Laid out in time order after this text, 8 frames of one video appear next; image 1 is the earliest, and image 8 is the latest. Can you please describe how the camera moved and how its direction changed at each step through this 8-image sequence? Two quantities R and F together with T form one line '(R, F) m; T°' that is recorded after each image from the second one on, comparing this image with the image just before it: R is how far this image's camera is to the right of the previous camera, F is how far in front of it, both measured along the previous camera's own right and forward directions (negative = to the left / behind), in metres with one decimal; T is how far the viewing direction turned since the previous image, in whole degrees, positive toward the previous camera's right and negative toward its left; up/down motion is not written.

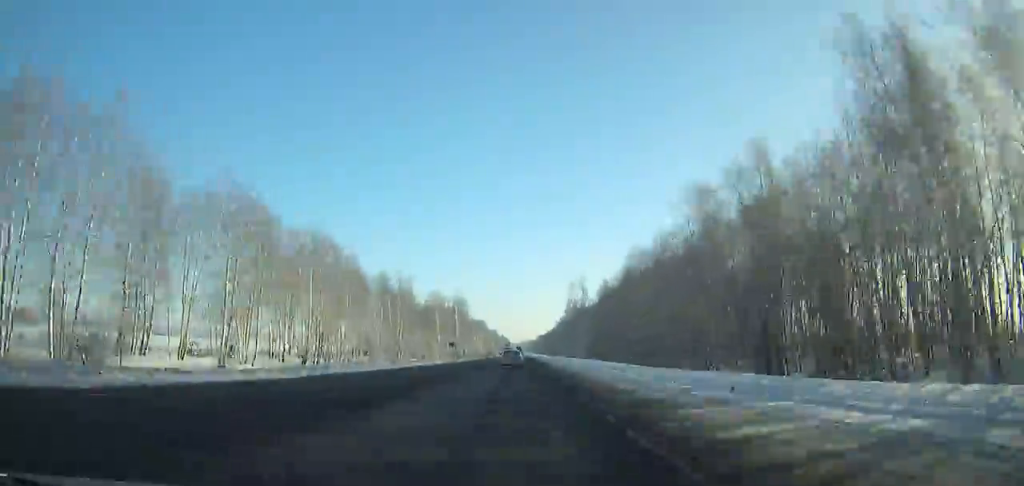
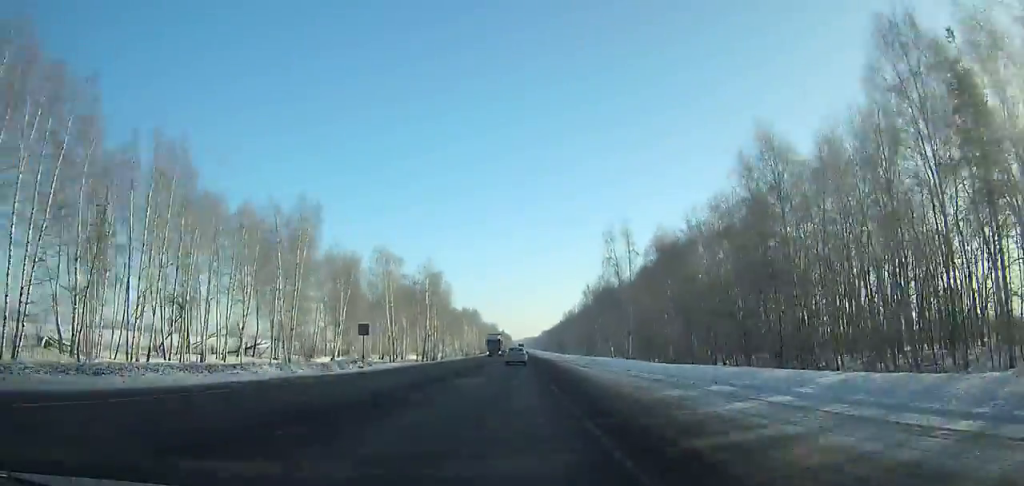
(-0.1, +61.2) m; 0°
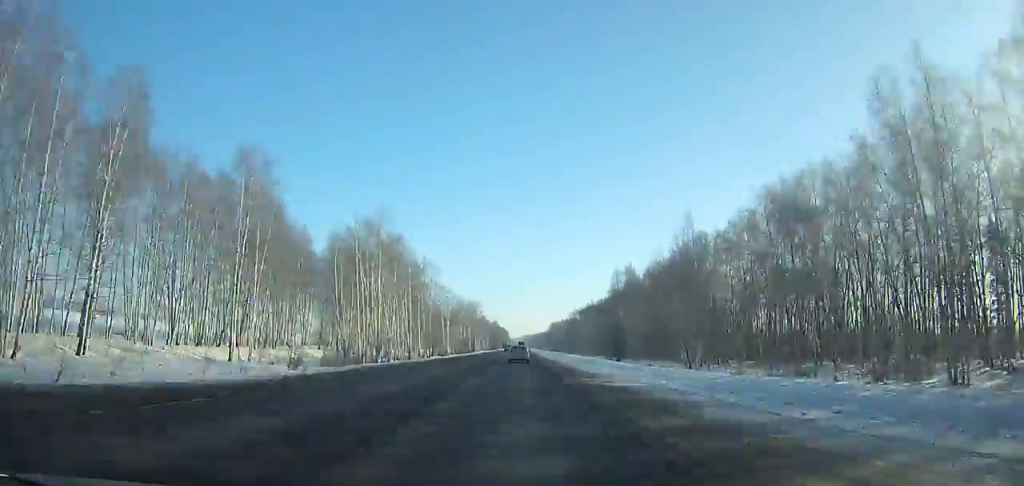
(+0.8, +168.3) m; +1°
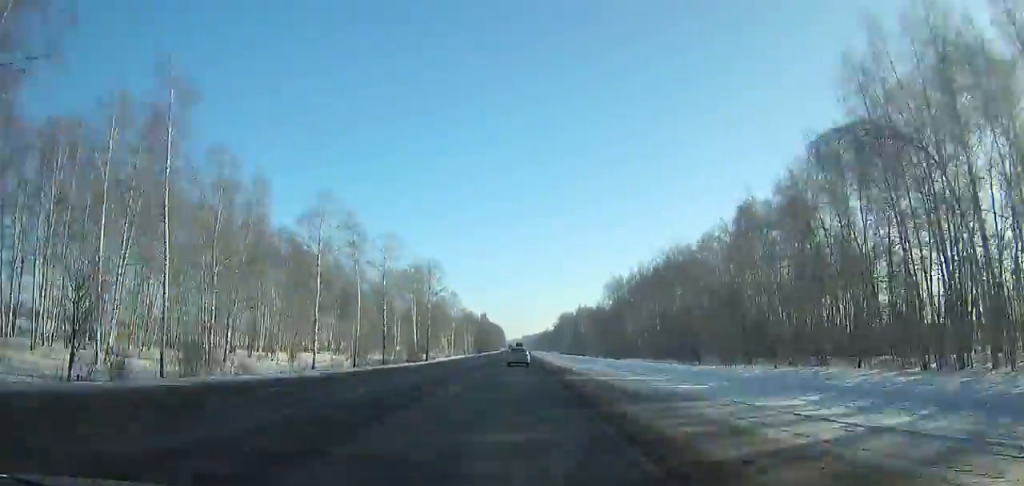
(-0.3, +114.8) m; -1°
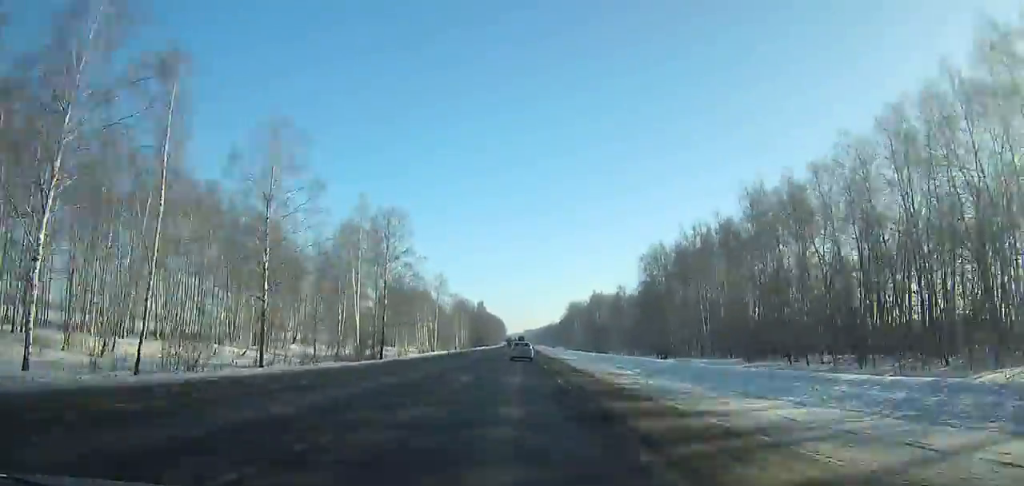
(0.0, +41.4) m; 0°
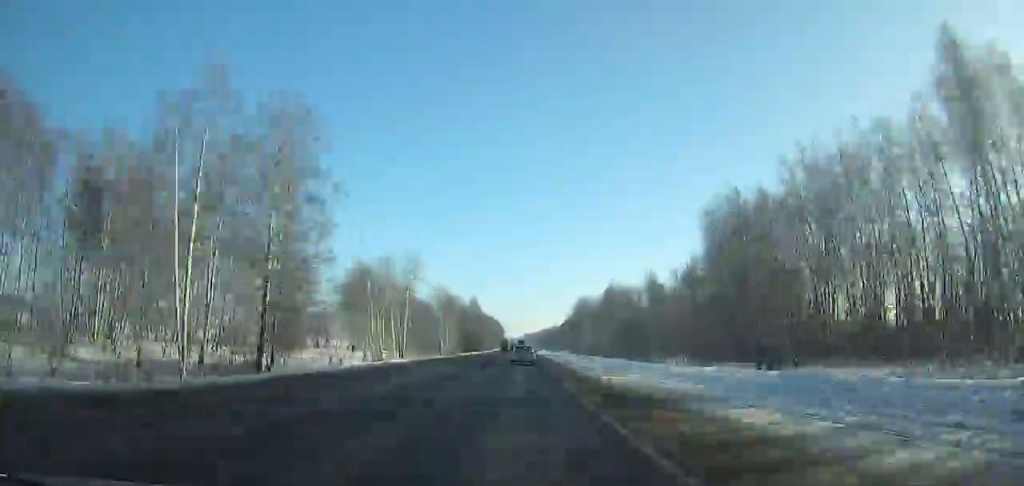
(0.0, +38.6) m; 0°
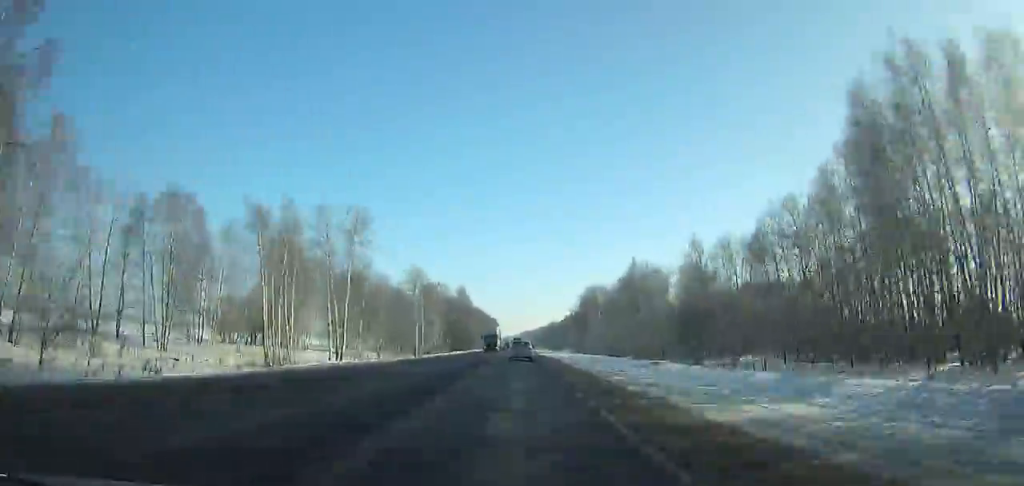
(0.0, +35.3) m; 0°
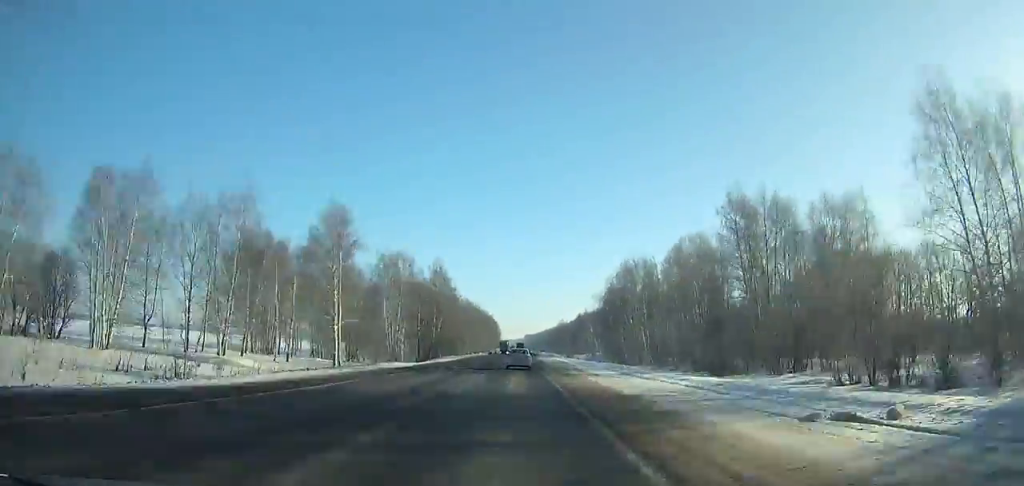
(0.0, +59.3) m; 0°
